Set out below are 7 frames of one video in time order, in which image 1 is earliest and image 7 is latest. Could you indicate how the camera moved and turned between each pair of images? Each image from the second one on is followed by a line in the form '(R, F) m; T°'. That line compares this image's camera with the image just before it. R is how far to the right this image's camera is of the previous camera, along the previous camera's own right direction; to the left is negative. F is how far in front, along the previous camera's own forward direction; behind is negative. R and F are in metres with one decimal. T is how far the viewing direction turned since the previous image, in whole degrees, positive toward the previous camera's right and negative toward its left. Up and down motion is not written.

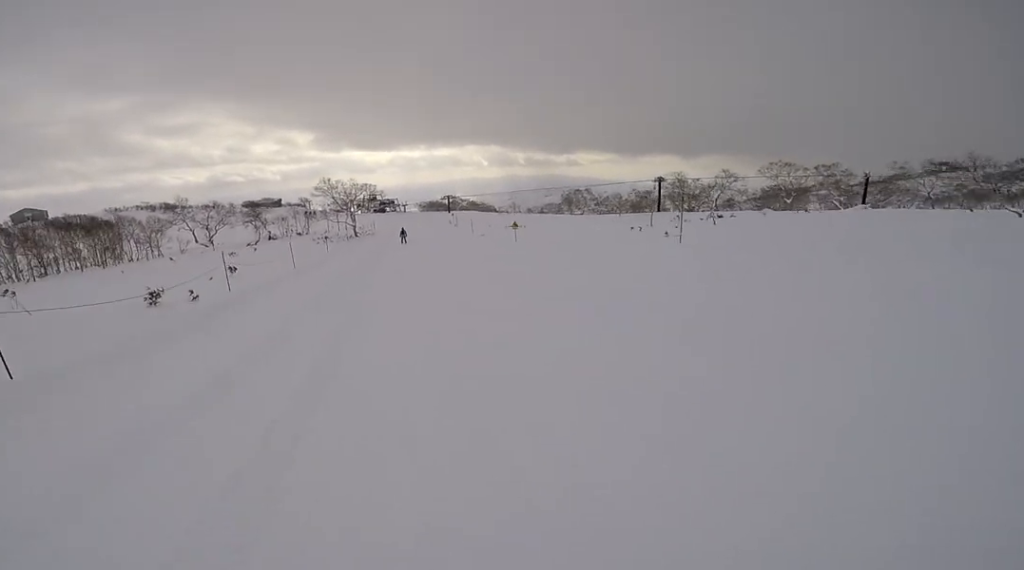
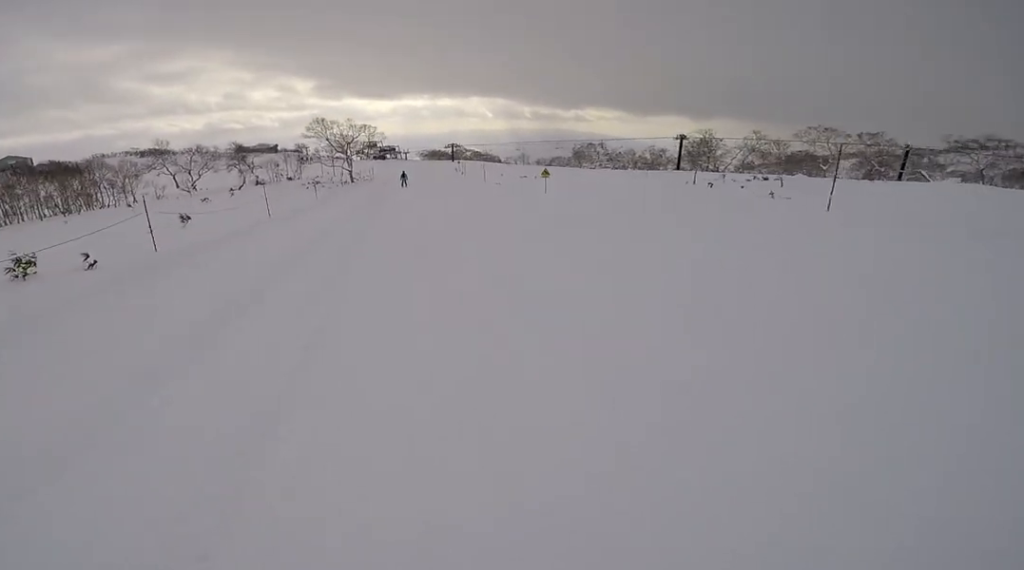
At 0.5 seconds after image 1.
(+0.4, +5.0) m; 0°
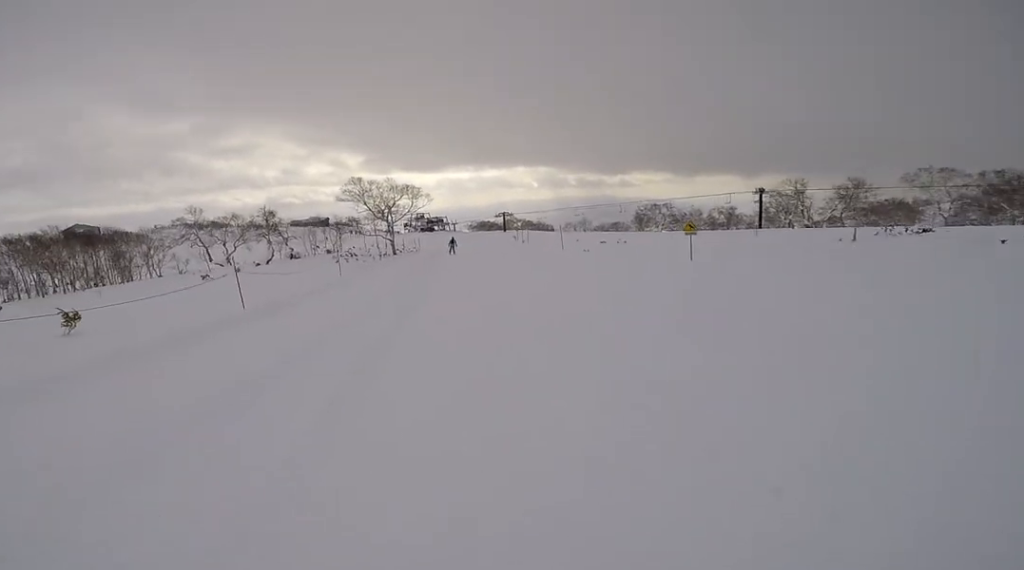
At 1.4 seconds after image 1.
(-0.9, +8.9) m; -6°
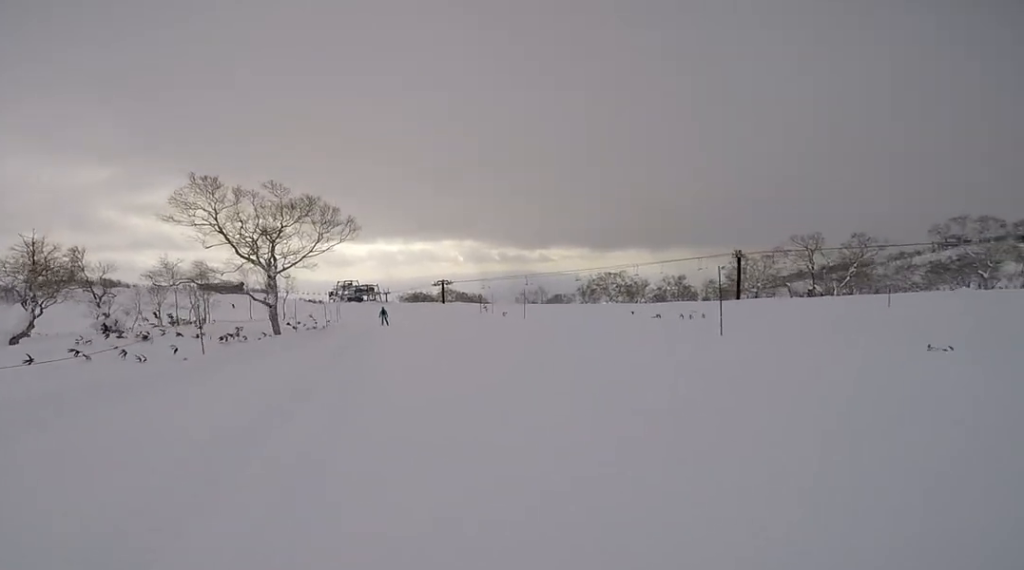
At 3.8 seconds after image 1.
(+2.1, +20.6) m; +9°
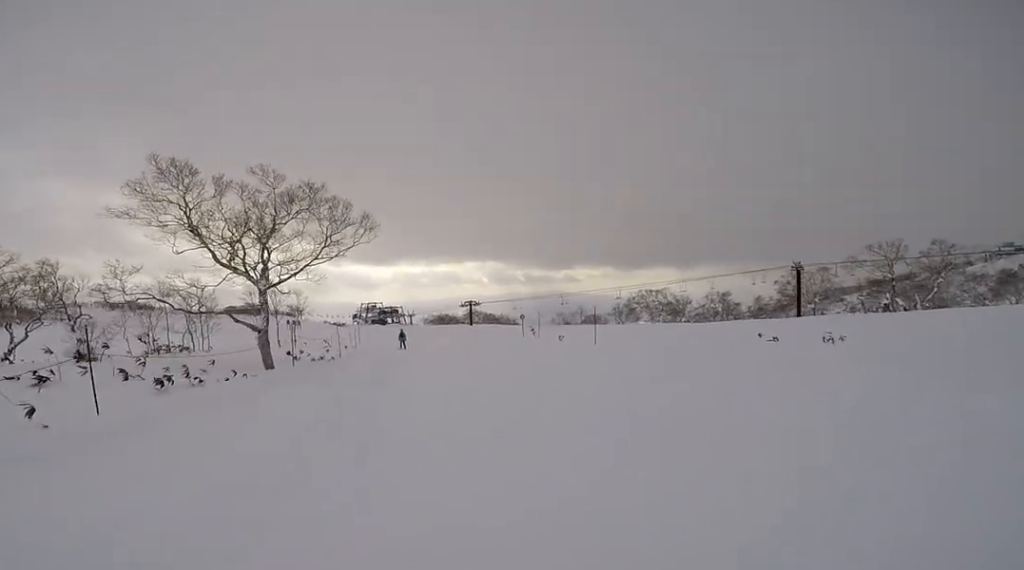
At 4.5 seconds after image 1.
(-0.2, +5.7) m; -2°
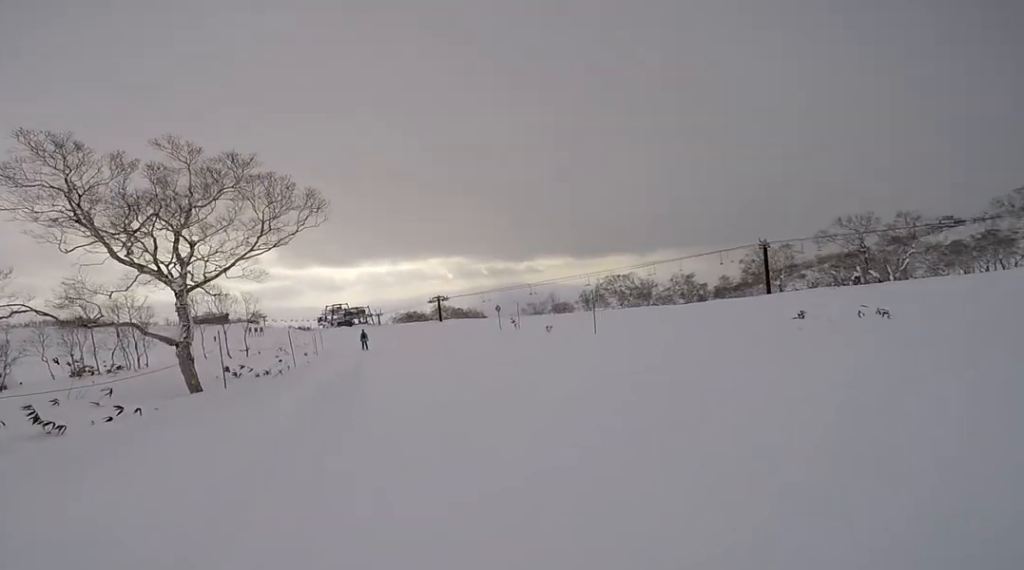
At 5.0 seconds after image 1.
(0.0, +3.3) m; 0°
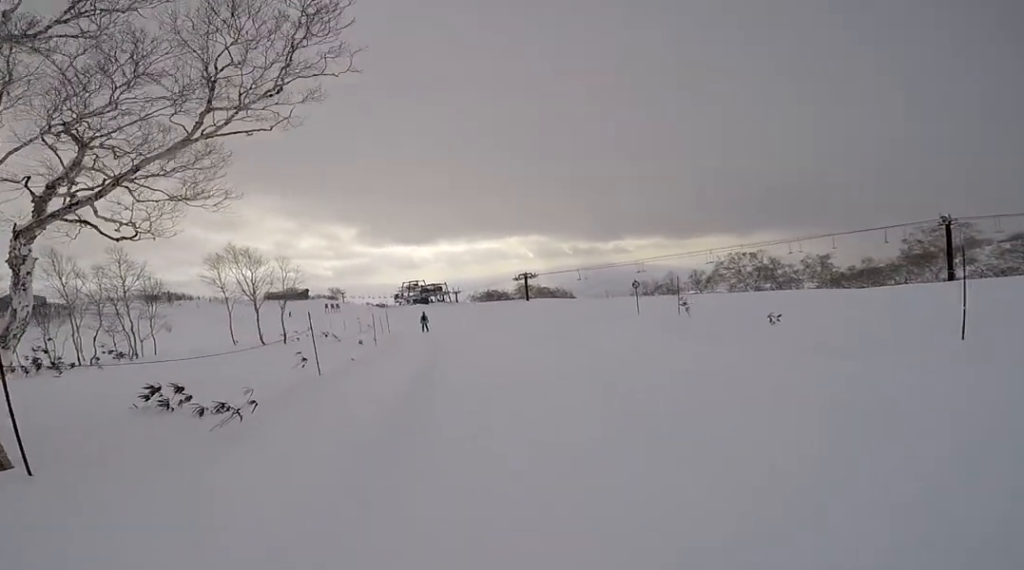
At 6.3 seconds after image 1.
(0.0, +9.1) m; 0°
